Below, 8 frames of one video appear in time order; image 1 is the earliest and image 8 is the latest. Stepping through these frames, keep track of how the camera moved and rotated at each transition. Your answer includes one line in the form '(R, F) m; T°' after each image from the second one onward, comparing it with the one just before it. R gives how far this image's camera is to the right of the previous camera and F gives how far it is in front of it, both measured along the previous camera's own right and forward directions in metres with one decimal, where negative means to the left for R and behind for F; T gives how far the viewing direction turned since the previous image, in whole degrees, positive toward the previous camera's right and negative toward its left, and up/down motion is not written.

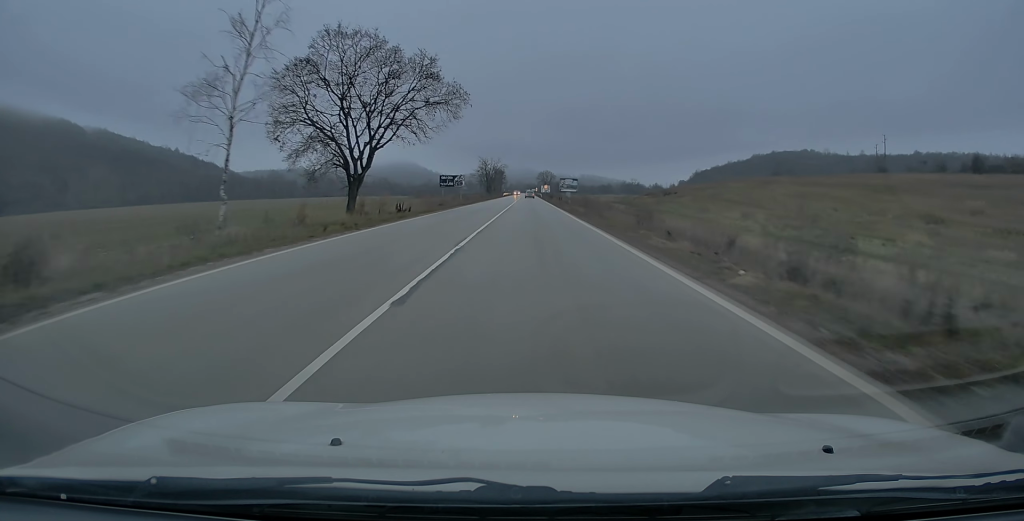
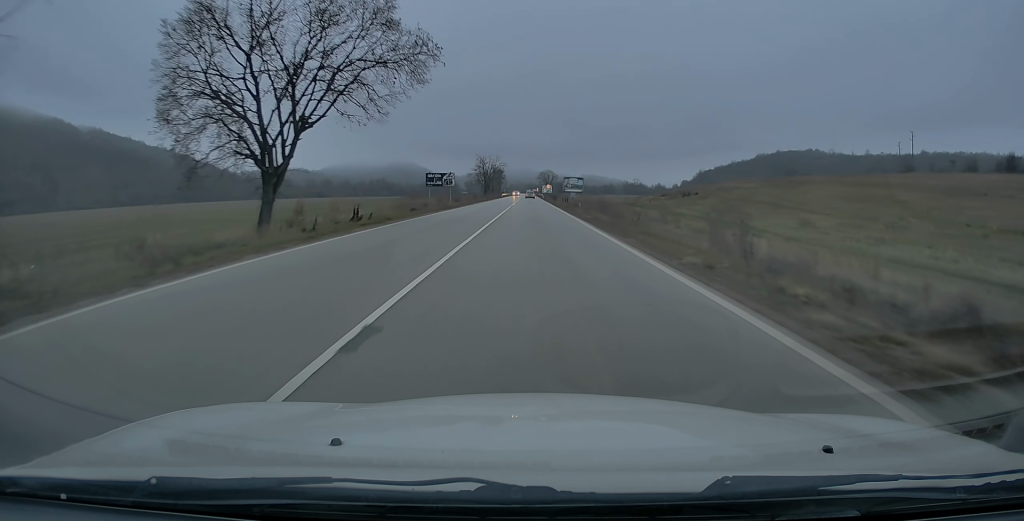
(0.0, +12.9) m; 0°
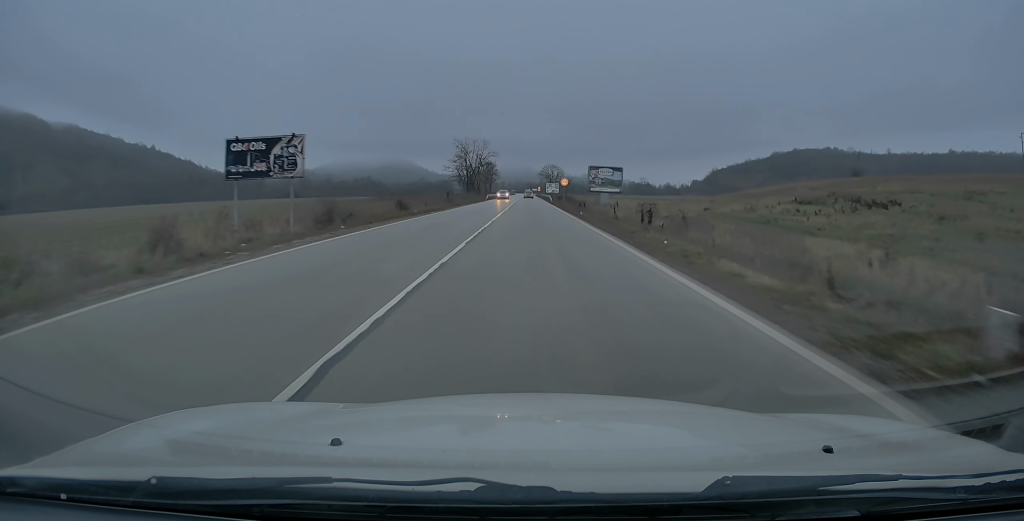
(+0.4, +53.1) m; +1°
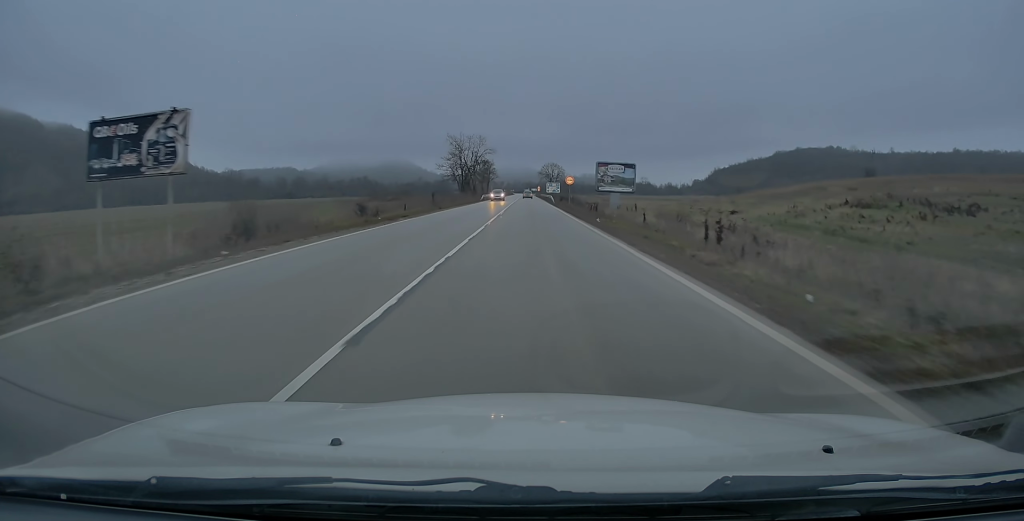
(0.0, +9.4) m; 0°
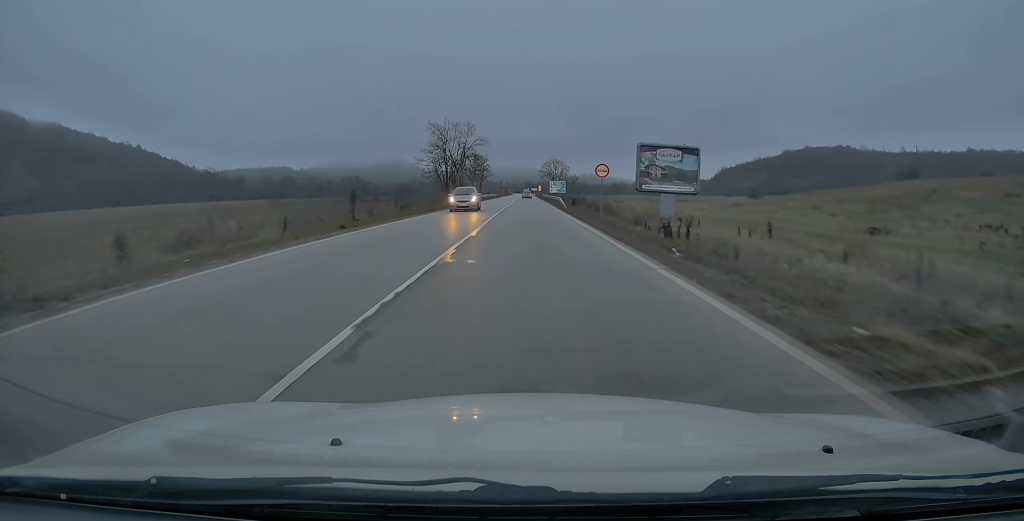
(-0.1, +24.7) m; 0°
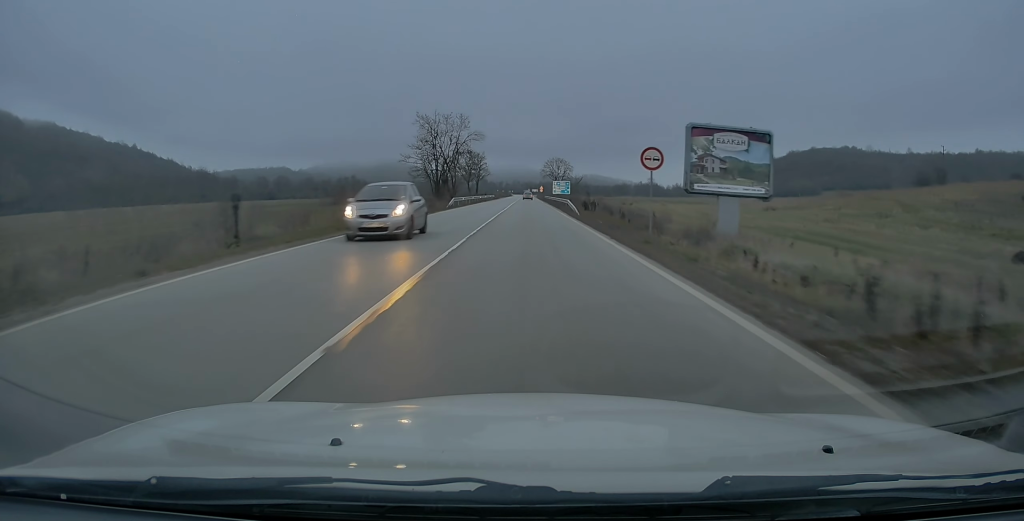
(0.0, +12.4) m; 0°
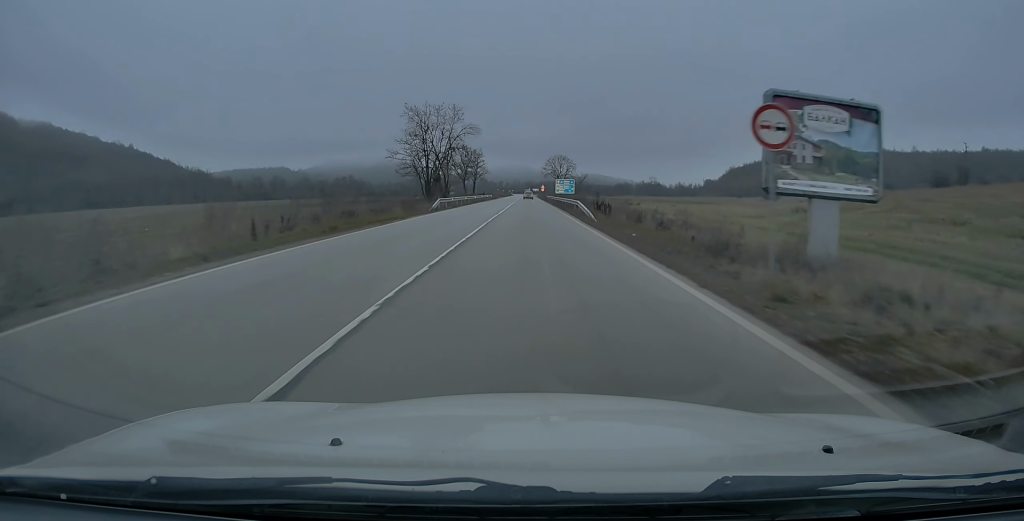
(0.0, +9.5) m; 0°
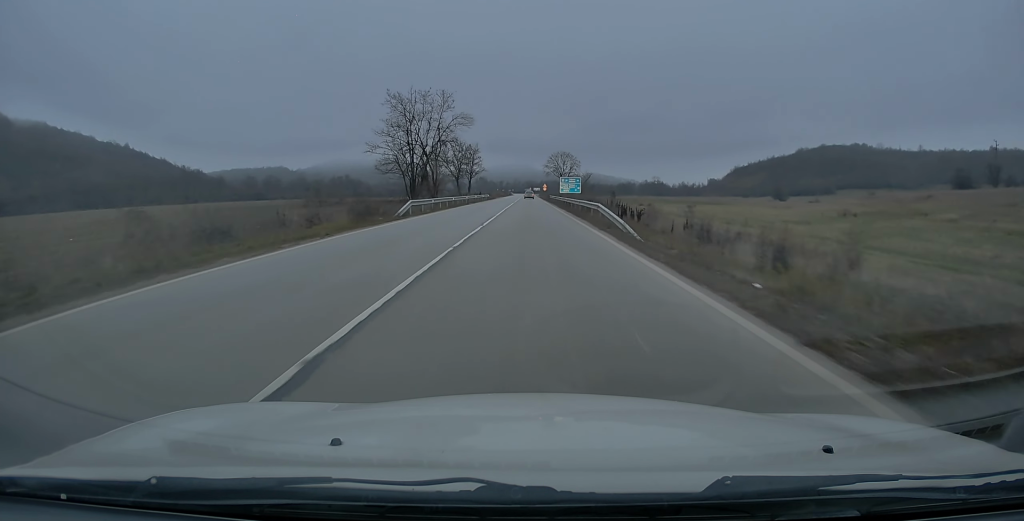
(0.0, +11.7) m; 0°
